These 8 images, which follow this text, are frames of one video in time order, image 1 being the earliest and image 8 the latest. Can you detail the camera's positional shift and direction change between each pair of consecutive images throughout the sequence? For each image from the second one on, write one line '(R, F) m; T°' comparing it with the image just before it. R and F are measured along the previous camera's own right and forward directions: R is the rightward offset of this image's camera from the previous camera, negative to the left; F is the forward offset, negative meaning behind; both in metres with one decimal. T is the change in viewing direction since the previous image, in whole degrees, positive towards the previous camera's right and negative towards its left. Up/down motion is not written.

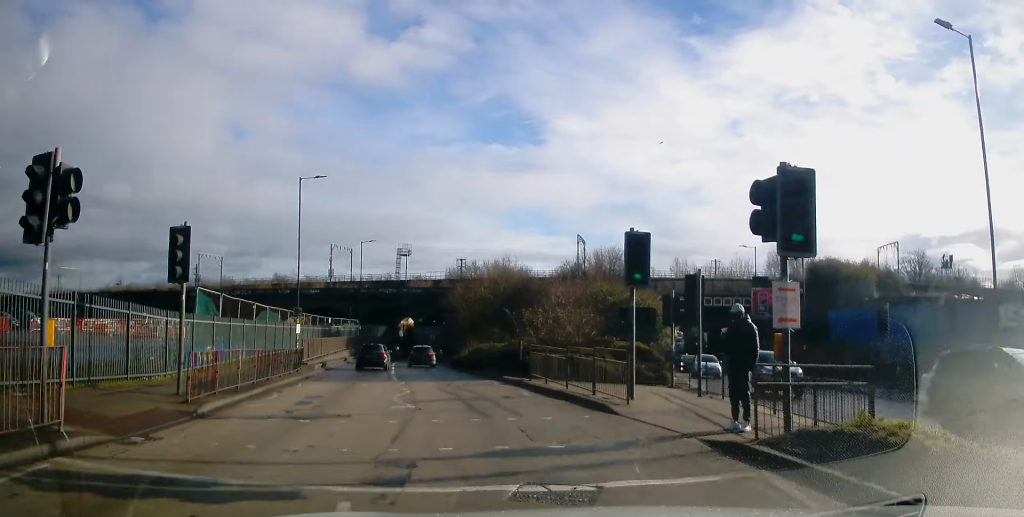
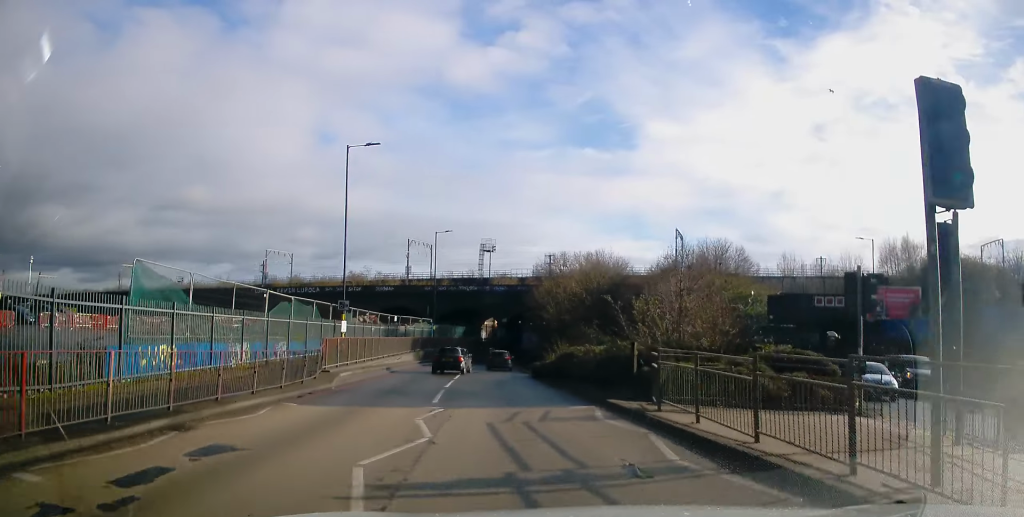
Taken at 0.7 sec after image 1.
(-0.8, +8.5) m; -7°
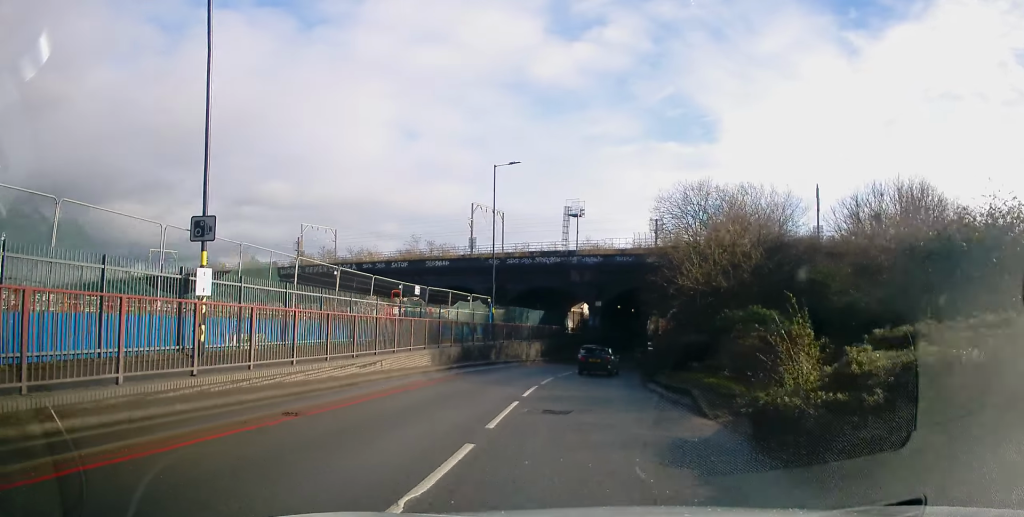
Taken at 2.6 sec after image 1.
(-1.6, +22.6) m; -4°
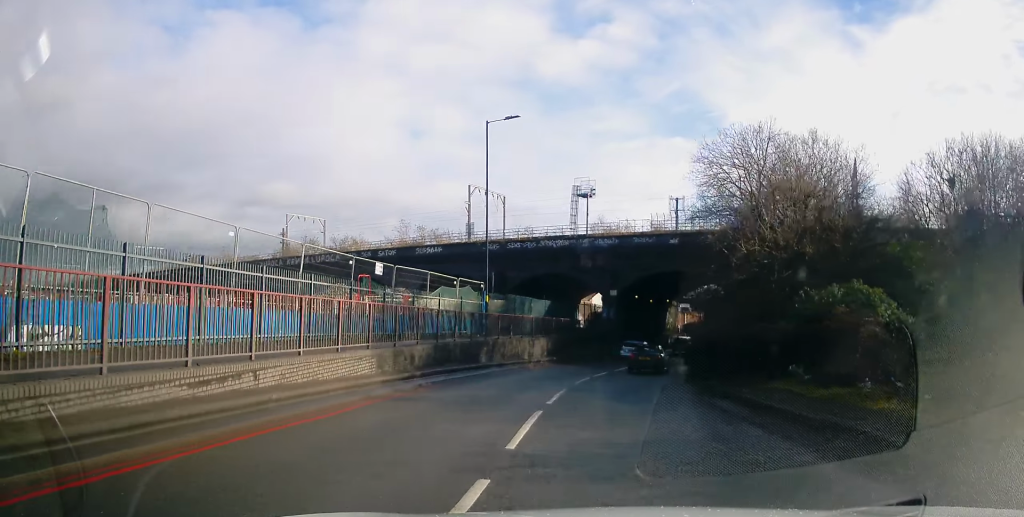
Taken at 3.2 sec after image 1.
(+0.1, +8.2) m; +1°
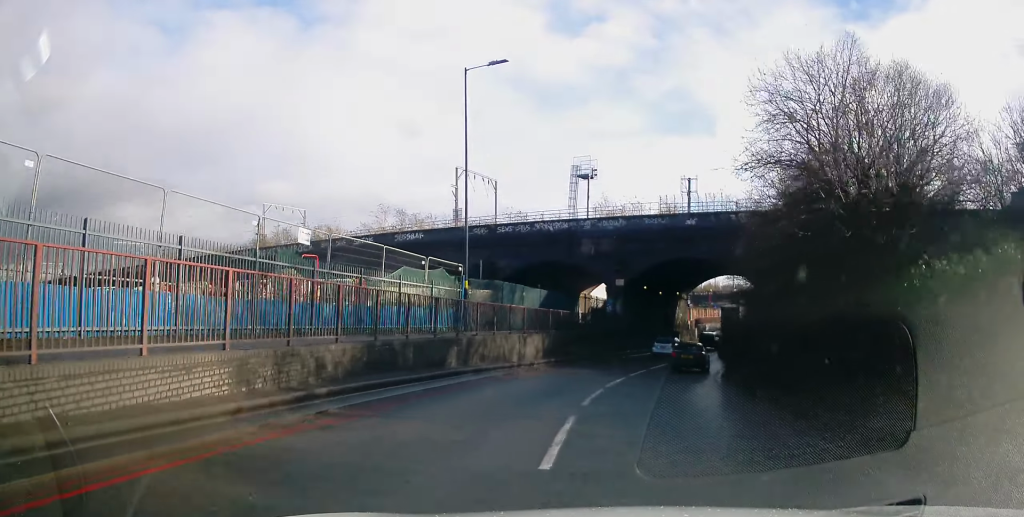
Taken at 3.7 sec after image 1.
(0.0, +7.1) m; +2°
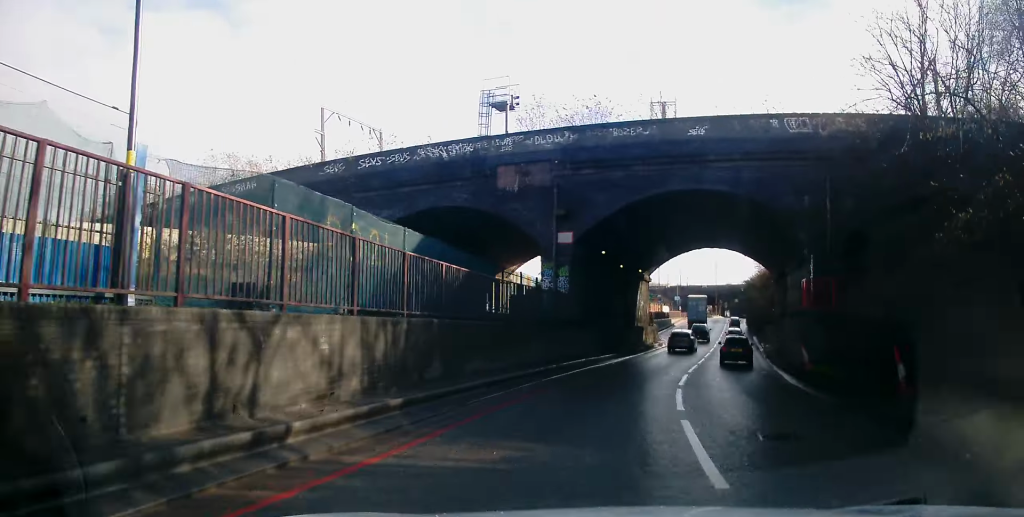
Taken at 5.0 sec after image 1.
(+1.0, +18.5) m; +11°
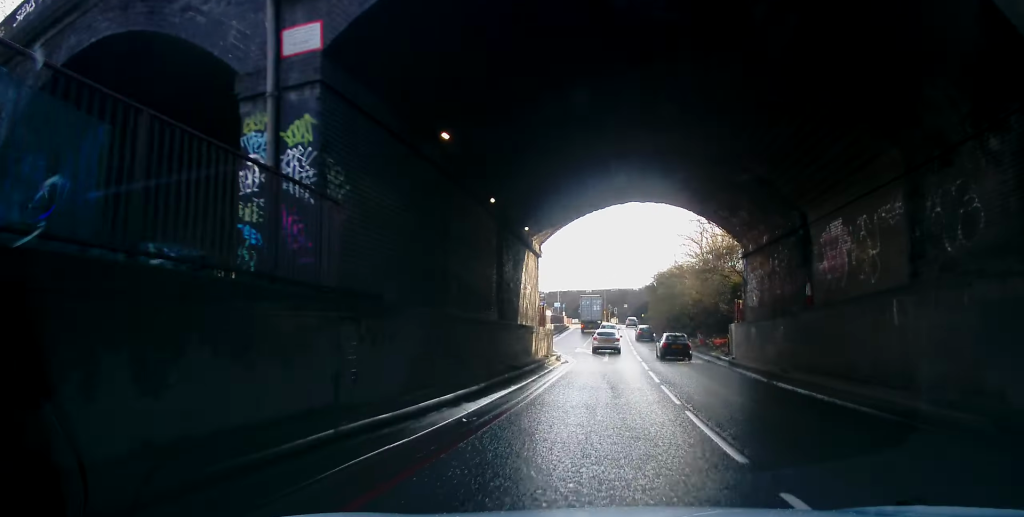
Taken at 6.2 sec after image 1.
(+1.9, +17.3) m; +7°
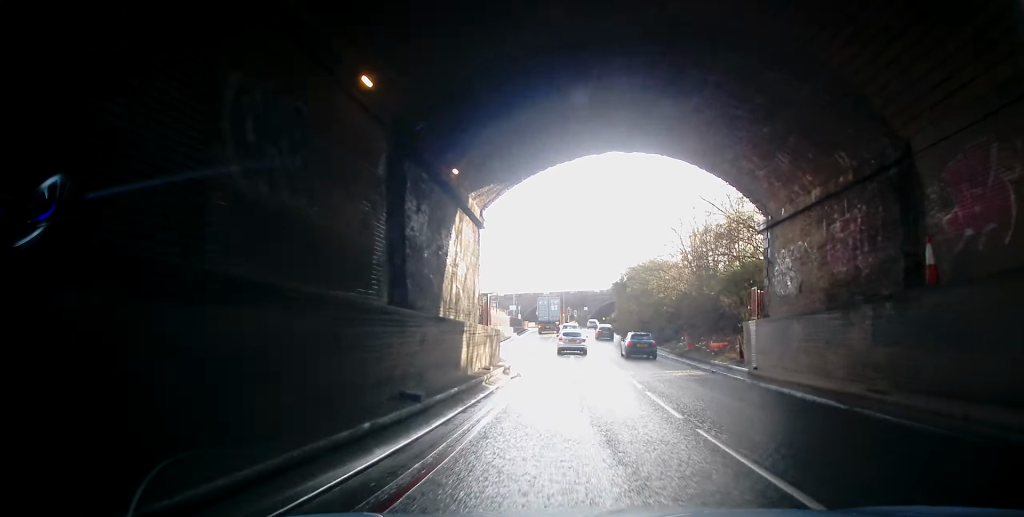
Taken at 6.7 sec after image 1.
(0.0, +7.7) m; 0°
